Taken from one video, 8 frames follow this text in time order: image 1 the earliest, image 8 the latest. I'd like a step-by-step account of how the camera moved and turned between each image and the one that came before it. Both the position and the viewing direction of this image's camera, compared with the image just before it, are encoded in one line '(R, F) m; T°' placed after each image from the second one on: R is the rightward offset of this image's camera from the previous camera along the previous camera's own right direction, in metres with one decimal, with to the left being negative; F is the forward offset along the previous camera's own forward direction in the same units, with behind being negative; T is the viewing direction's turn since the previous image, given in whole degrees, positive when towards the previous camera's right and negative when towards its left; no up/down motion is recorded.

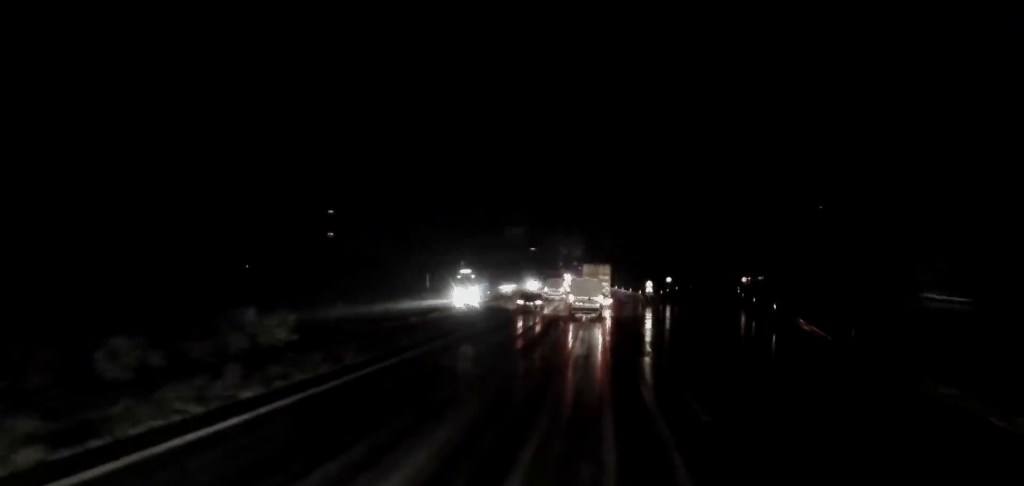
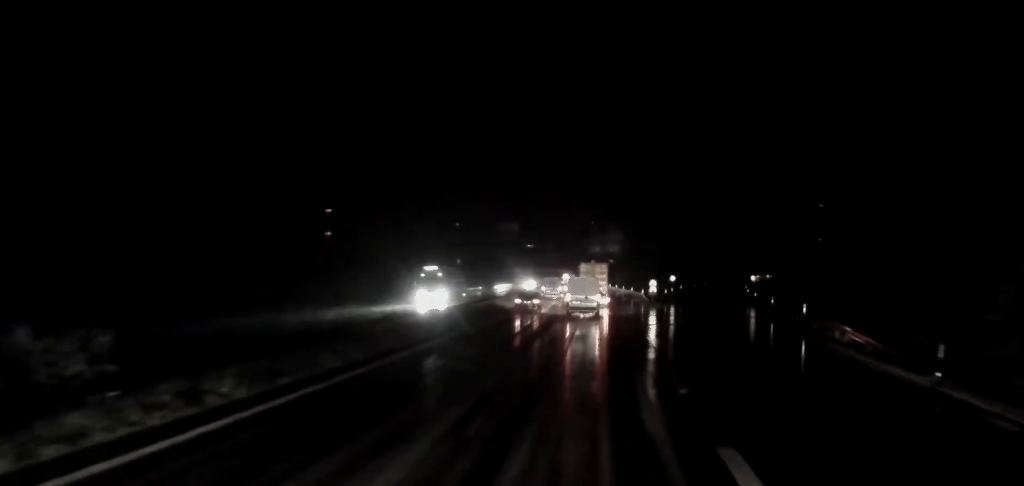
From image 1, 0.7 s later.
(0.0, +8.7) m; 0°
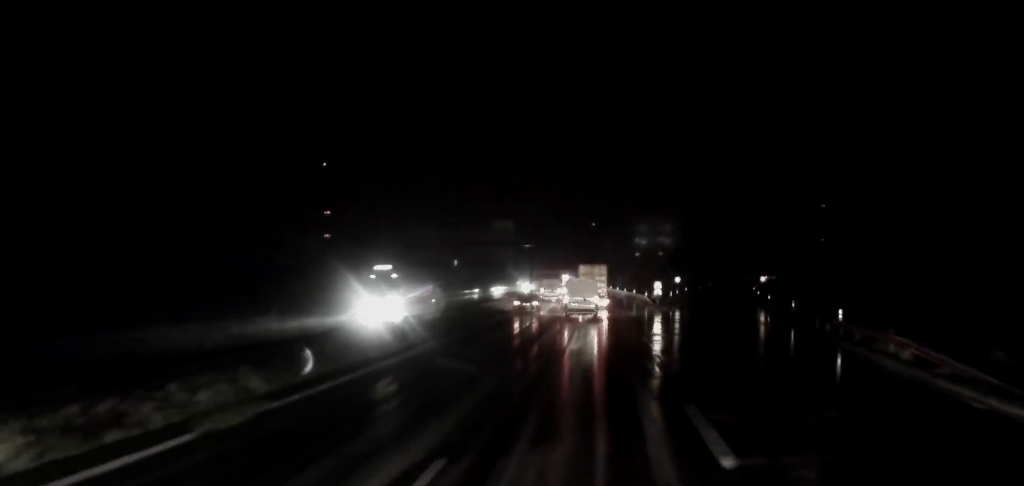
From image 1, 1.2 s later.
(0.0, +7.3) m; -1°
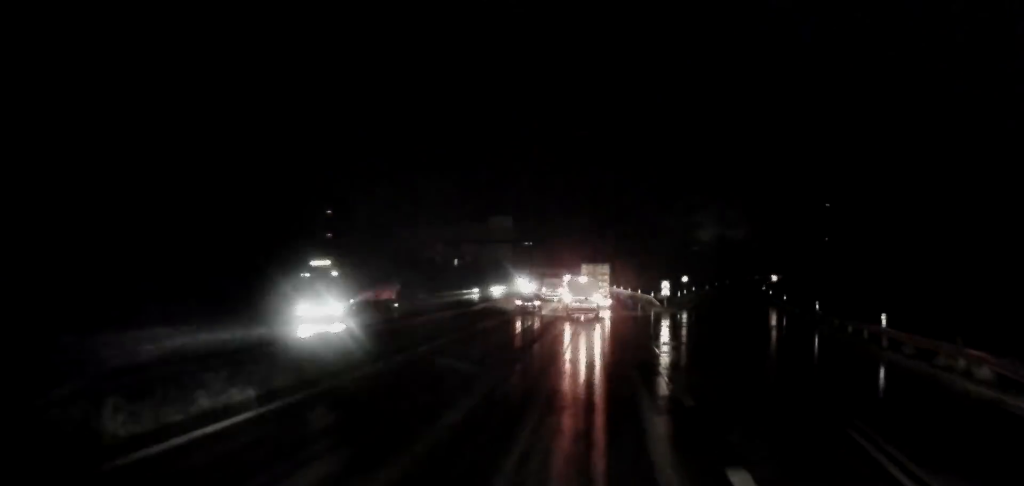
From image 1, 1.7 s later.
(0.0, +6.0) m; -1°
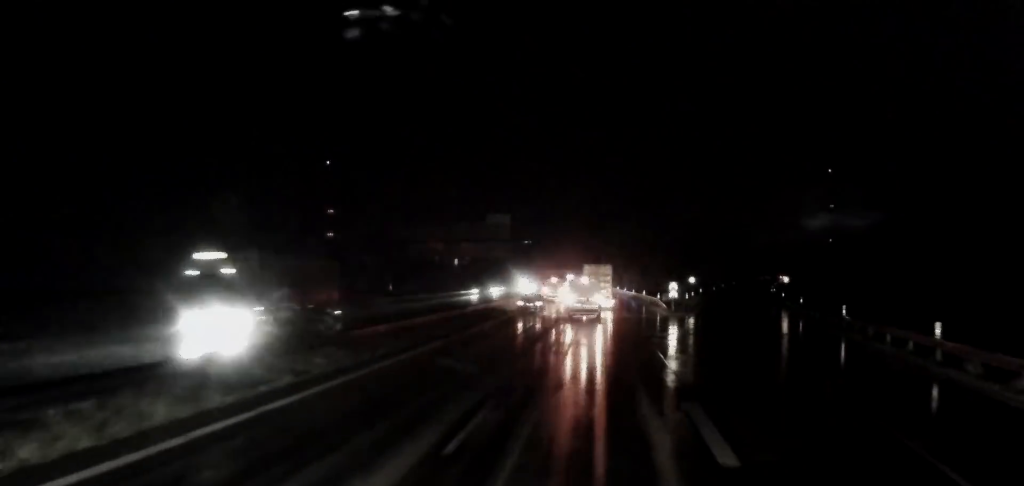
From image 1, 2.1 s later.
(-0.1, +5.6) m; -1°
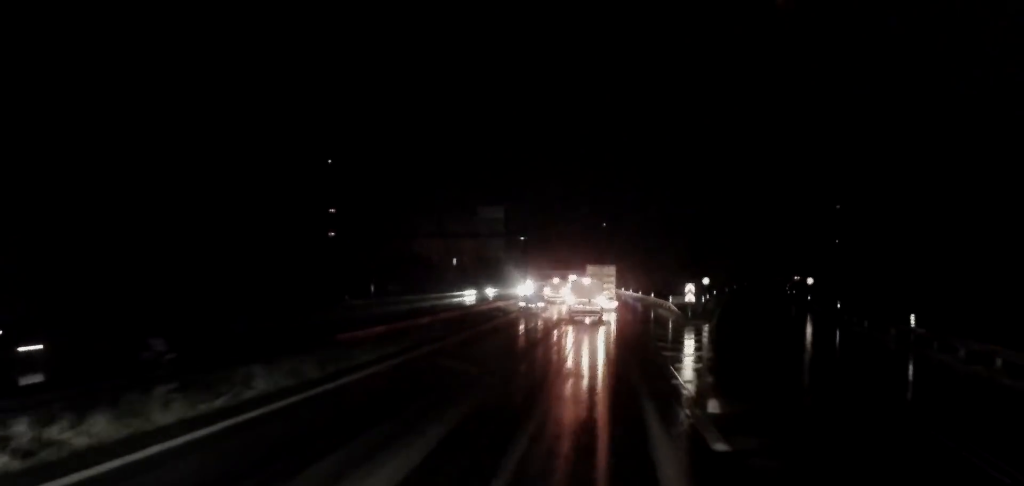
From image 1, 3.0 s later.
(-0.1, +10.7) m; -1°
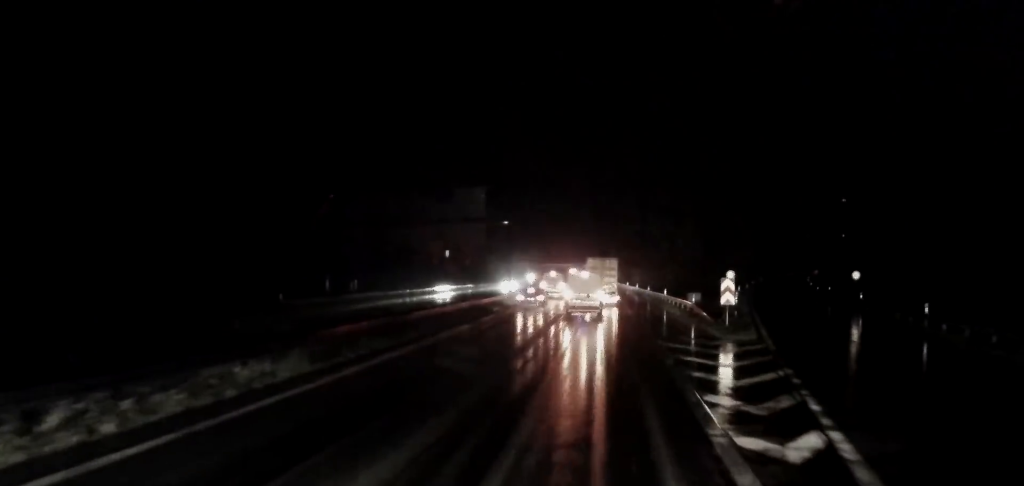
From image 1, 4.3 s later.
(+0.2, +17.4) m; +1°
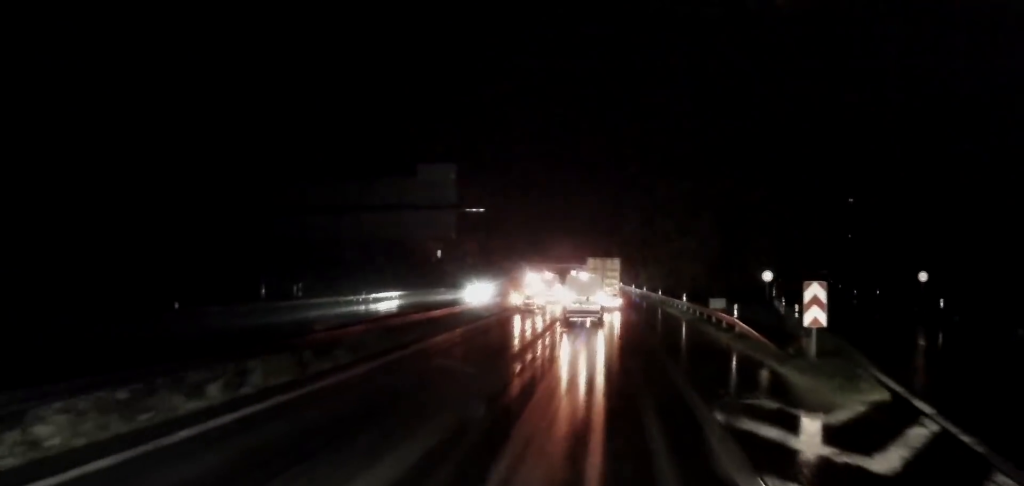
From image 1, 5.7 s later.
(-0.1, +17.1) m; -1°
